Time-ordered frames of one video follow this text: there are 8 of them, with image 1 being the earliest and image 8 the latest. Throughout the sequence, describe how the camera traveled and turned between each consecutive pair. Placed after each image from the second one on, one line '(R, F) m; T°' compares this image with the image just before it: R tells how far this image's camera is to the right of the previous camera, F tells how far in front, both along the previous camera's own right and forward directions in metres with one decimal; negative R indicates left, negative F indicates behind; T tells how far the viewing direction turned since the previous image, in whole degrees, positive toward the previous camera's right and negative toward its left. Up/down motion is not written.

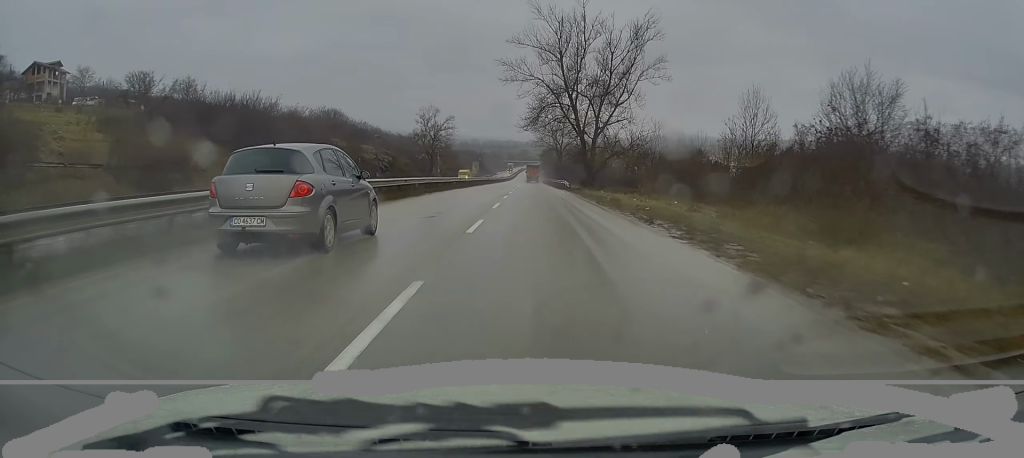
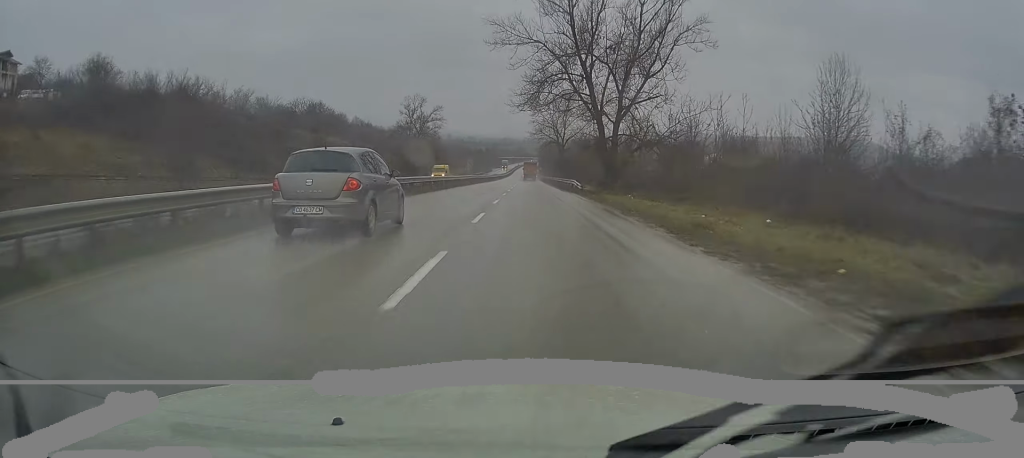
(0.0, +15.7) m; 0°
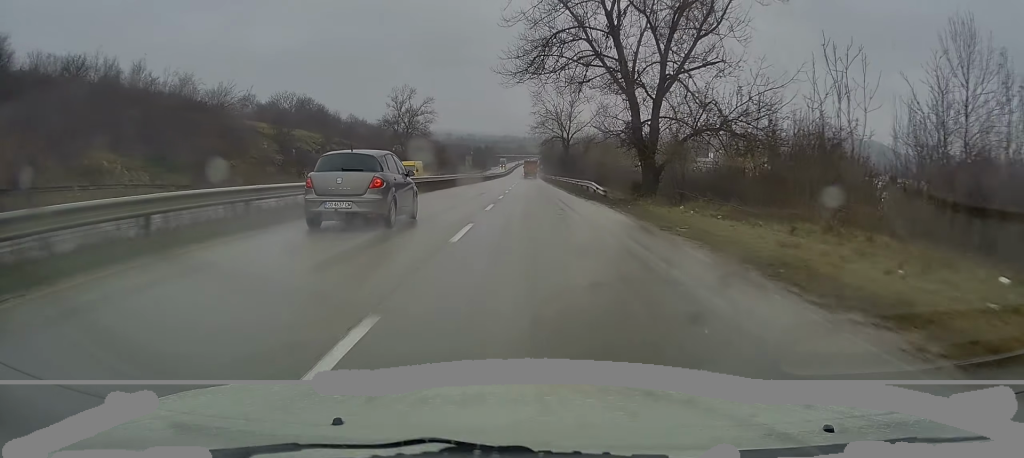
(0.0, +12.8) m; 0°
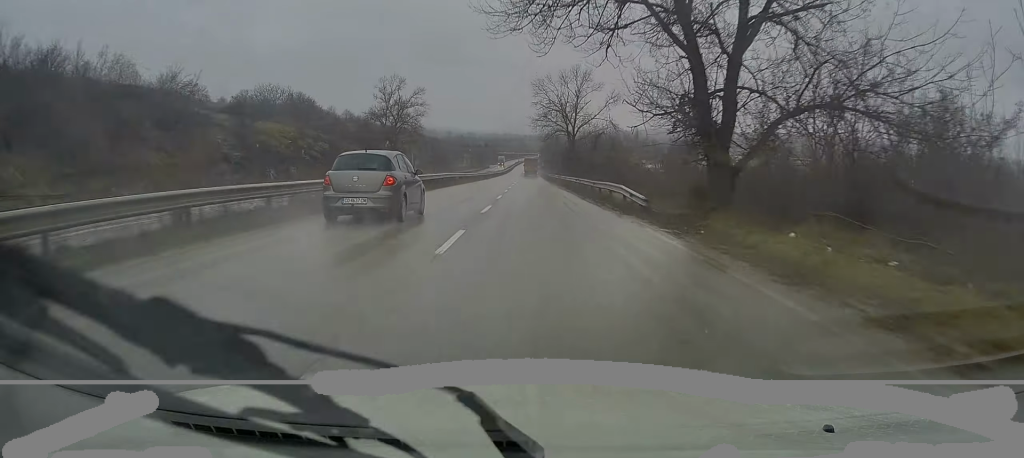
(0.0, +10.5) m; 0°
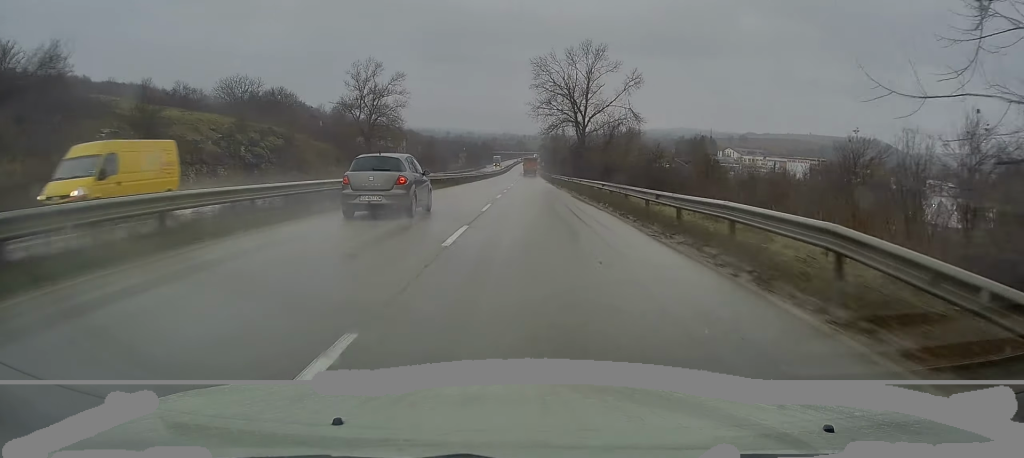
(-0.1, +16.8) m; 0°
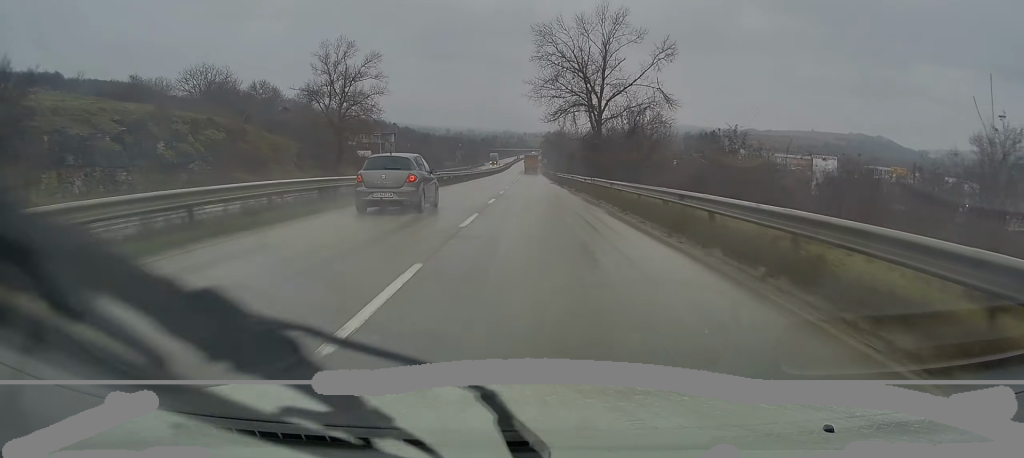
(0.0, +14.7) m; 0°
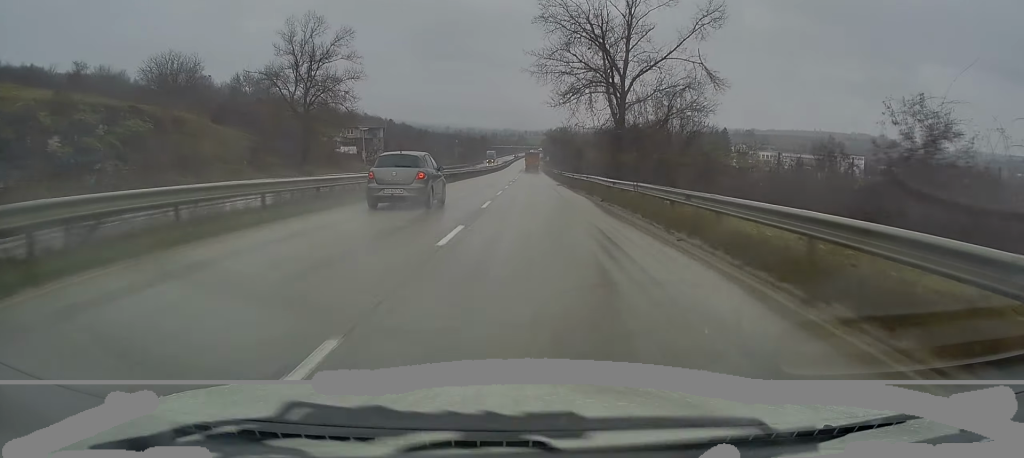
(0.0, +12.4) m; 0°
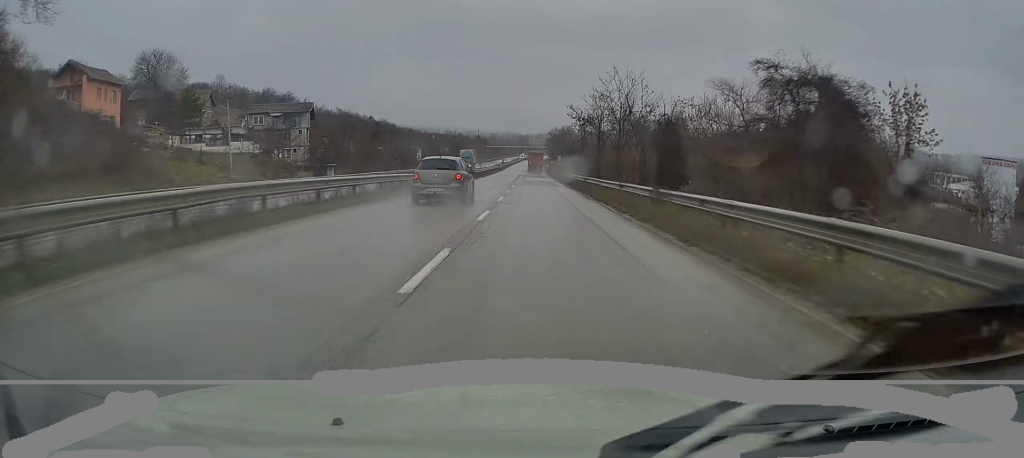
(-0.2, +48.7) m; -1°
